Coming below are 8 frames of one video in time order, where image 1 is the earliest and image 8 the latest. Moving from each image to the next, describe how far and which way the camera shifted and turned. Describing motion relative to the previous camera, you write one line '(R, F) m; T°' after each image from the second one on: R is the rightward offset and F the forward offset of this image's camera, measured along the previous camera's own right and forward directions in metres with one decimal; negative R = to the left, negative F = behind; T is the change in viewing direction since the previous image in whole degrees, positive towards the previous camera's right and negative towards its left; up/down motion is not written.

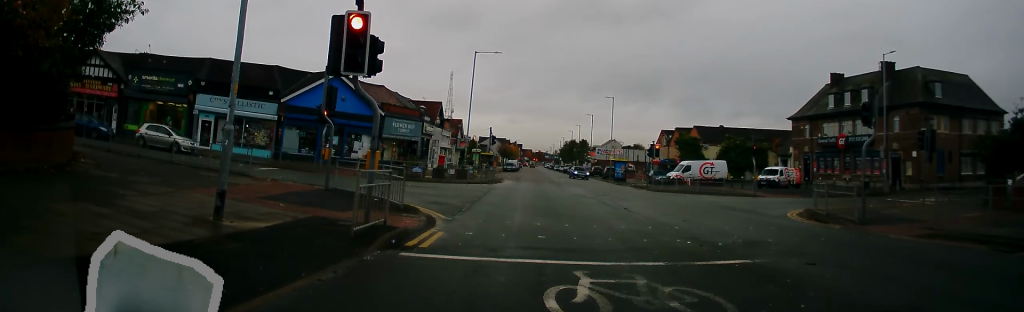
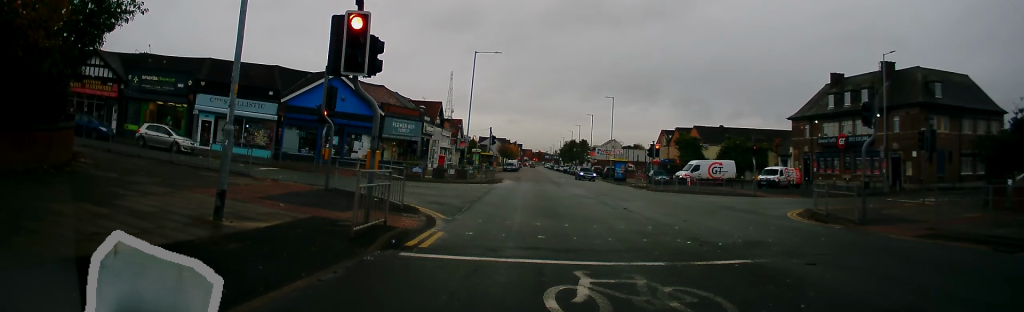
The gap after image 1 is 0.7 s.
(0.0, +0.1) m; 0°
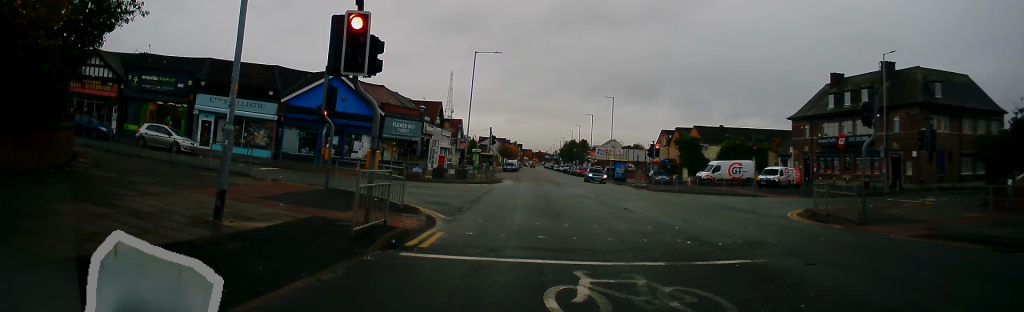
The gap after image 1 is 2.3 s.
(0.0, 0.0) m; 0°
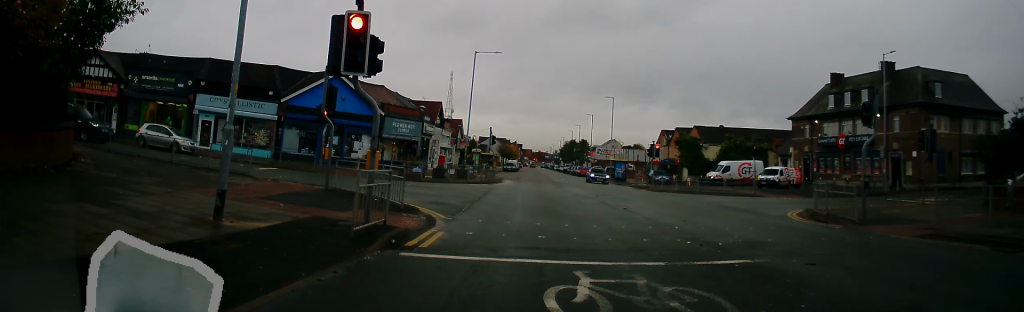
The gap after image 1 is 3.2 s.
(0.0, 0.0) m; 0°
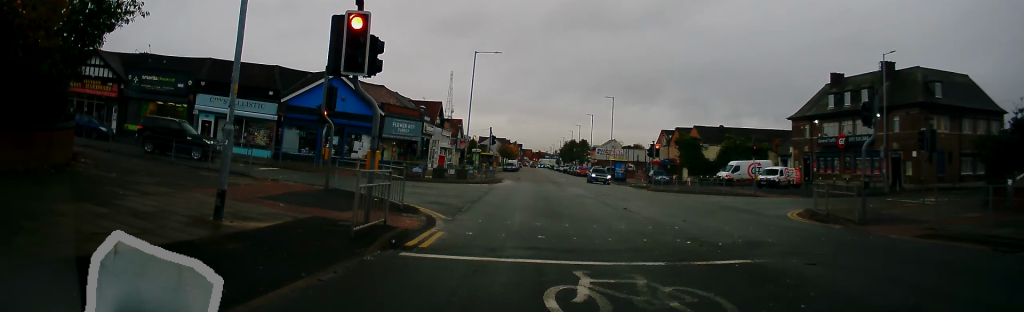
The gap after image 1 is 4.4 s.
(0.0, 0.0) m; 0°
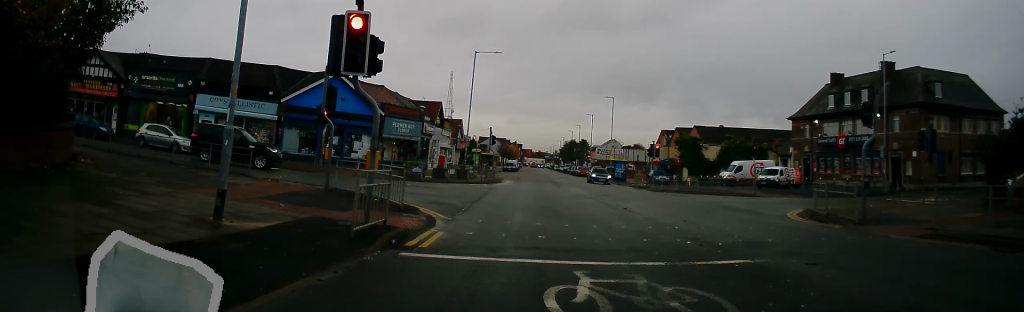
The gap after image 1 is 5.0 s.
(0.0, 0.0) m; 0°
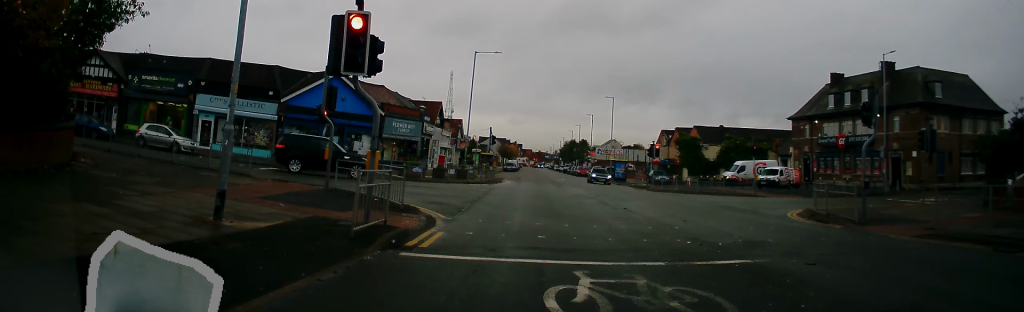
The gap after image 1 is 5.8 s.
(0.0, 0.0) m; 0°
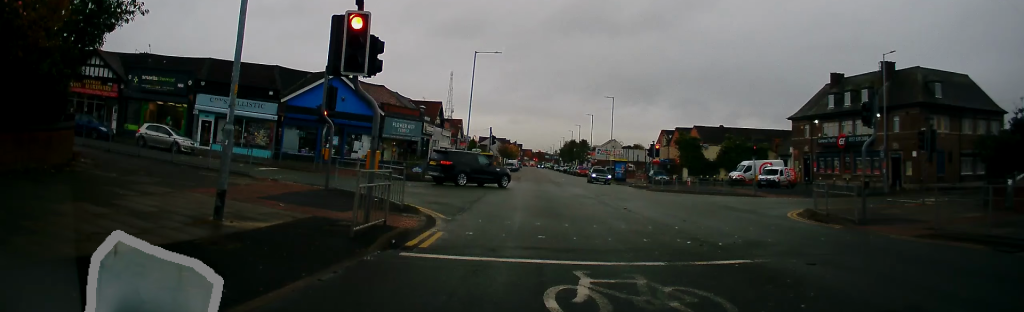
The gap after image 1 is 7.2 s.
(0.0, 0.0) m; 0°
